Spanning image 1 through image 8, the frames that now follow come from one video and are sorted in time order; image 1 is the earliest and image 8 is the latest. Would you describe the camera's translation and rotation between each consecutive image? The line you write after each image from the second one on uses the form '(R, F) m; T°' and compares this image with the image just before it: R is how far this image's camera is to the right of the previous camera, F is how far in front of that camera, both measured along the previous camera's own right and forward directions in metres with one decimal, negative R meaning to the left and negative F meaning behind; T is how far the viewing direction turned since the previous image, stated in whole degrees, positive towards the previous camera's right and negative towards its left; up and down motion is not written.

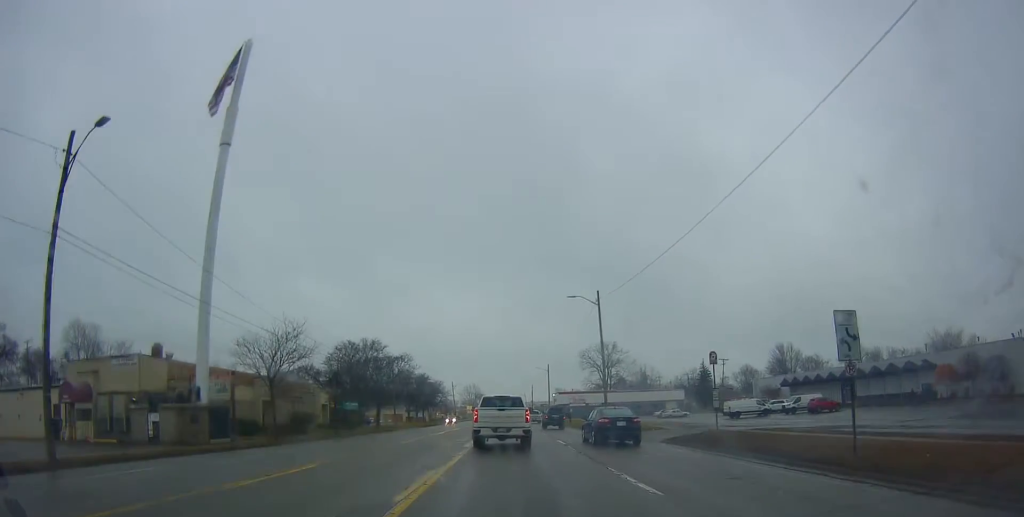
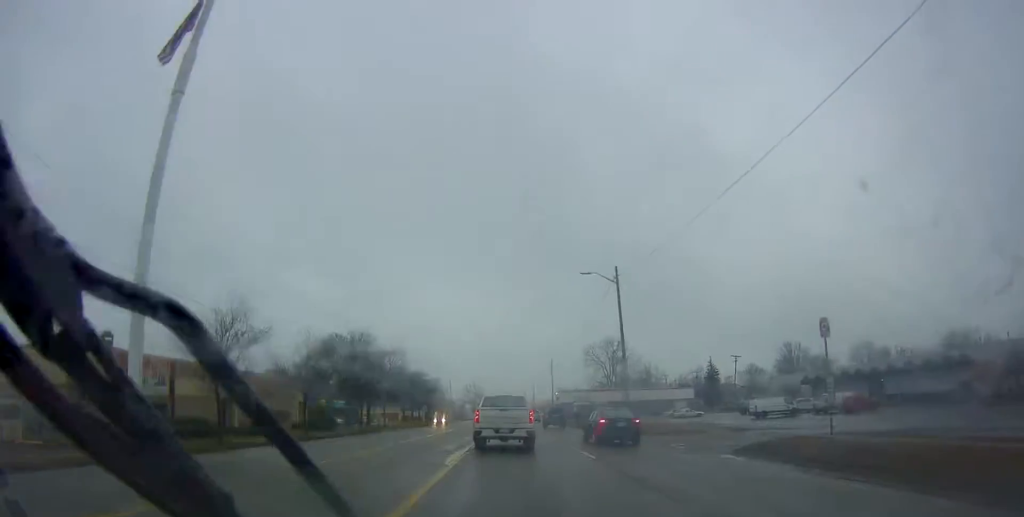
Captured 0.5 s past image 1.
(-0.1, +7.7) m; -1°
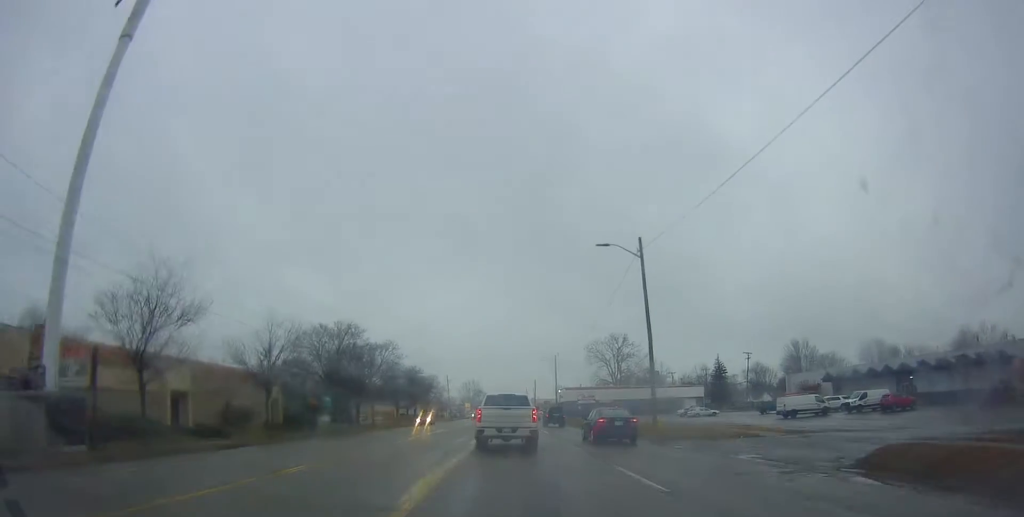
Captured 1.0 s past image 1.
(-0.4, +7.1) m; 0°
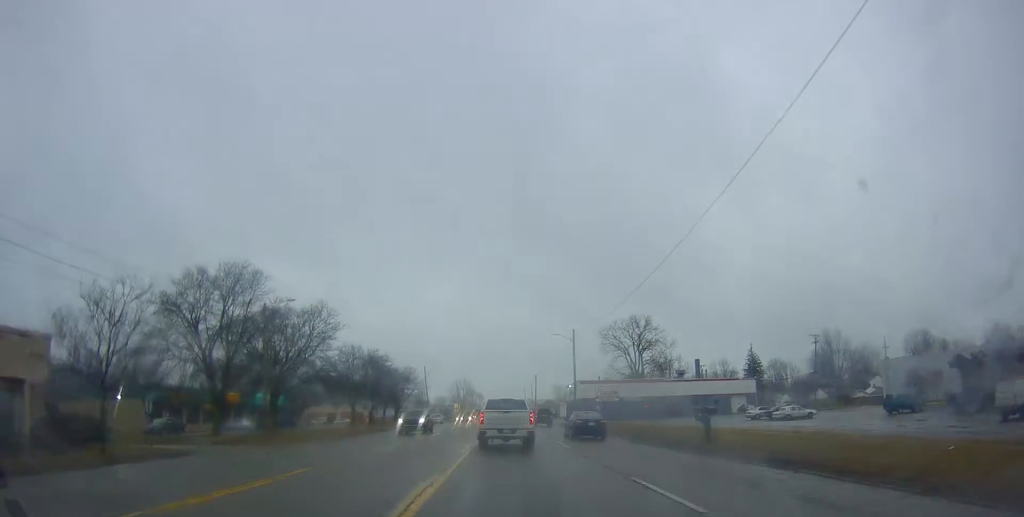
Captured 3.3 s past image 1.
(+1.3, +31.3) m; 0°
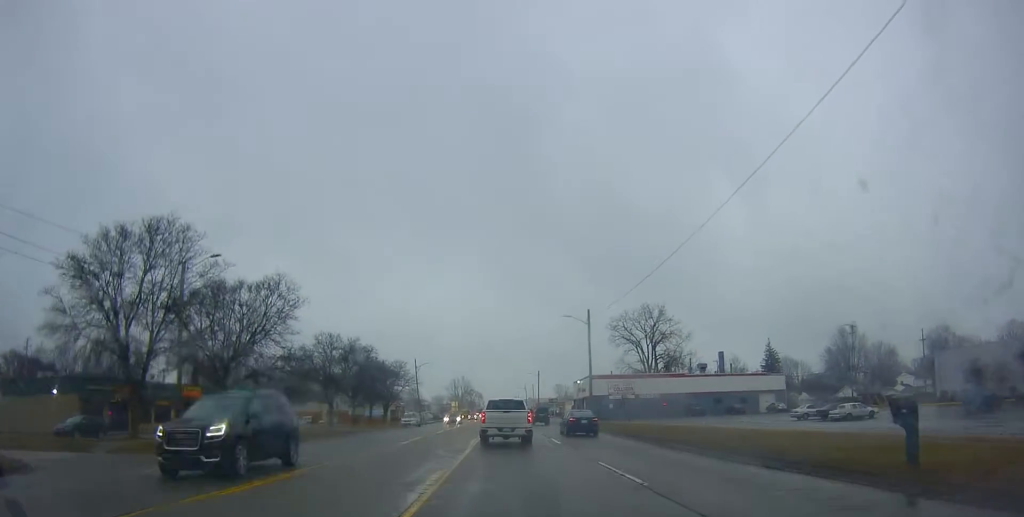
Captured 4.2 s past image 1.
(-0.7, +11.4) m; 0°
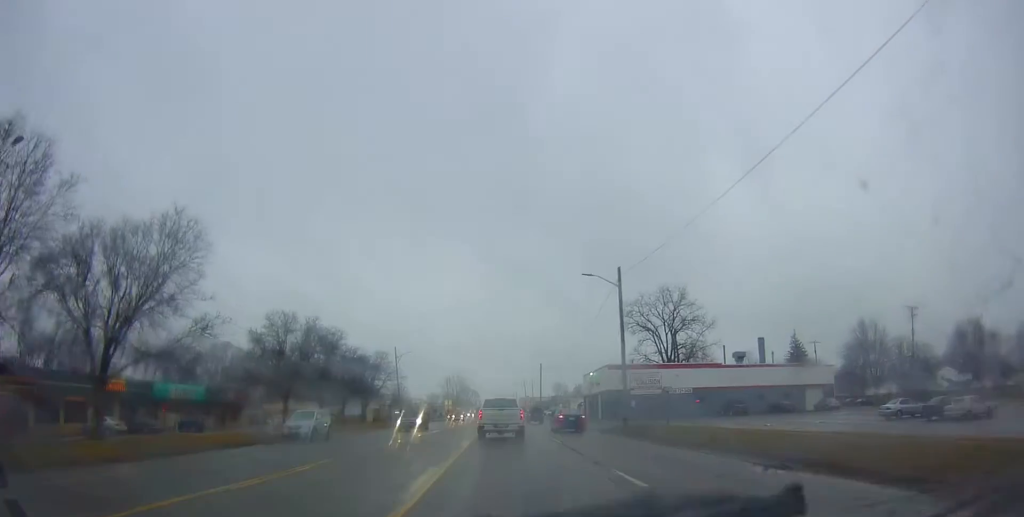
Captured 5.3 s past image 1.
(+0.7, +15.6) m; +3°
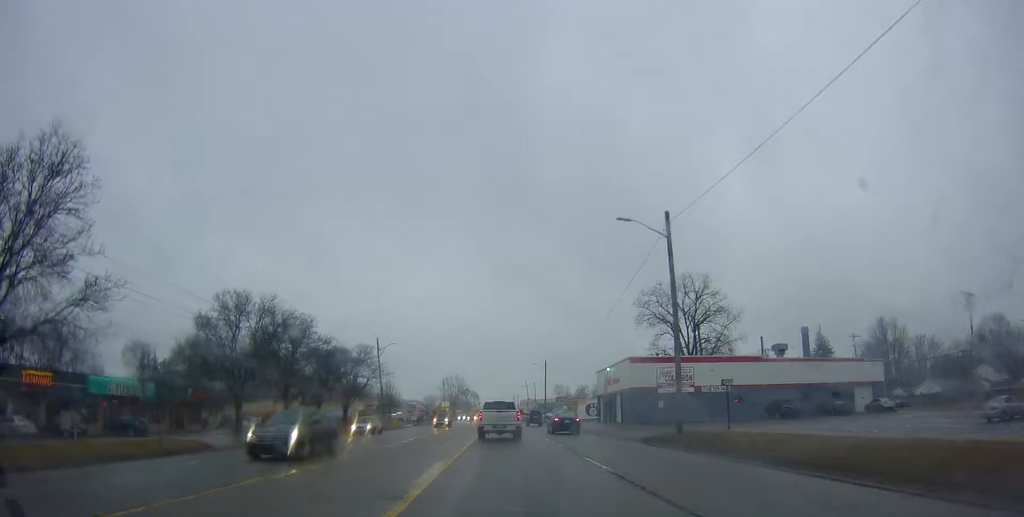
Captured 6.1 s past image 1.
(0.0, +11.8) m; 0°
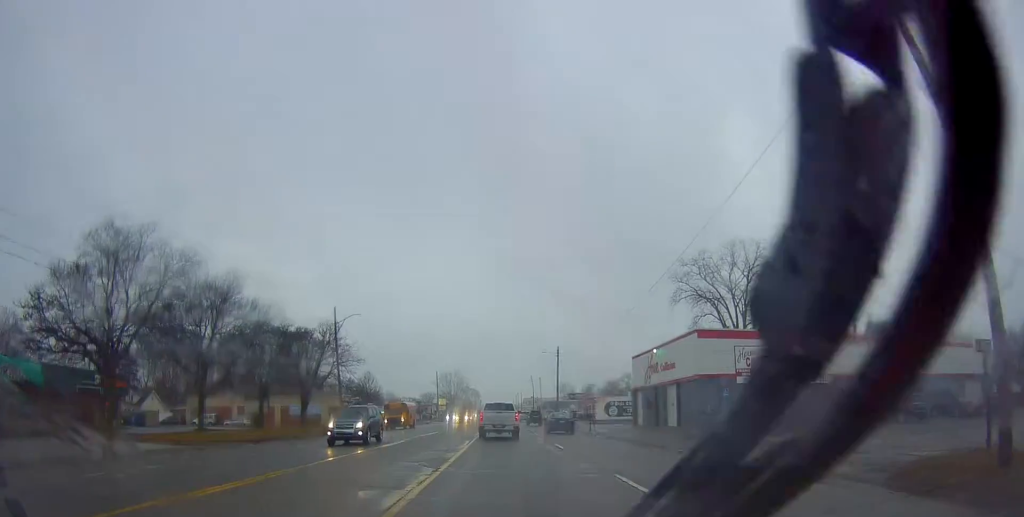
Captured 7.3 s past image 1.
(0.0, +18.8) m; 0°
